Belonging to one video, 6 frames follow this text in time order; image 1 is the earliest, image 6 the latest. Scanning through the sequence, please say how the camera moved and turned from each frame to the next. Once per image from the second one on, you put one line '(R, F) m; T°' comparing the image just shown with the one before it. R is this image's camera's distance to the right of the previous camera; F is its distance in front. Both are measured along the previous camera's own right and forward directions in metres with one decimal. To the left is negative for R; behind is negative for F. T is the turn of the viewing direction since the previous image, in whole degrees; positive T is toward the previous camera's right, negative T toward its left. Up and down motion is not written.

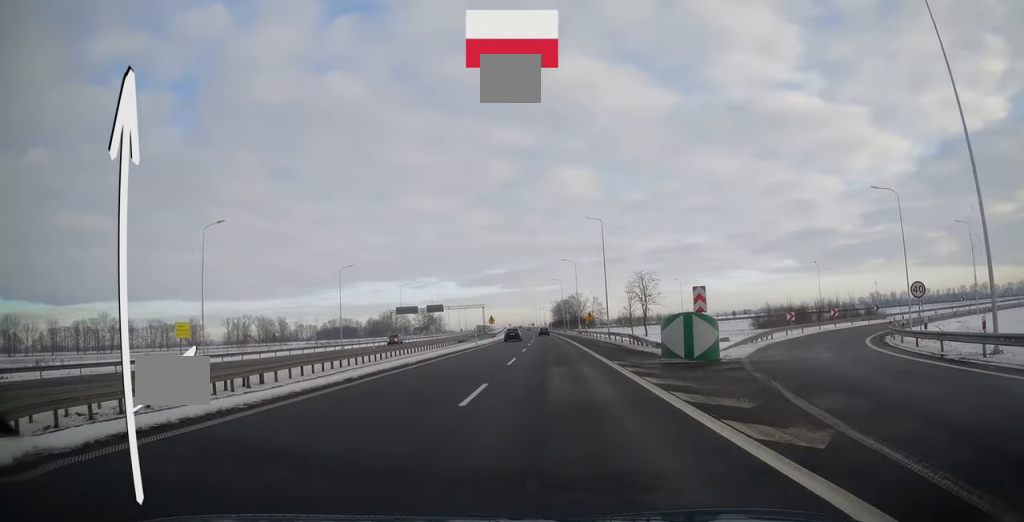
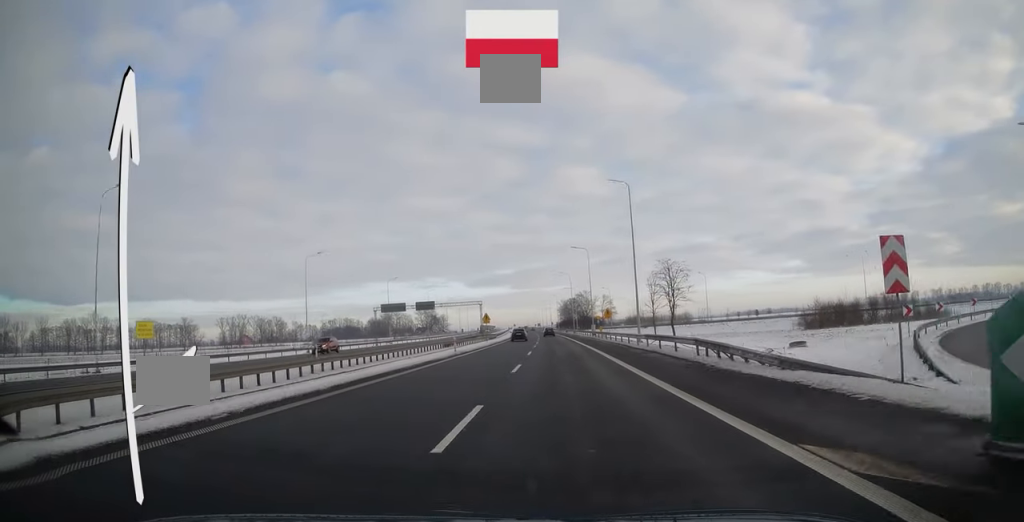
(-0.2, +16.0) m; -1°
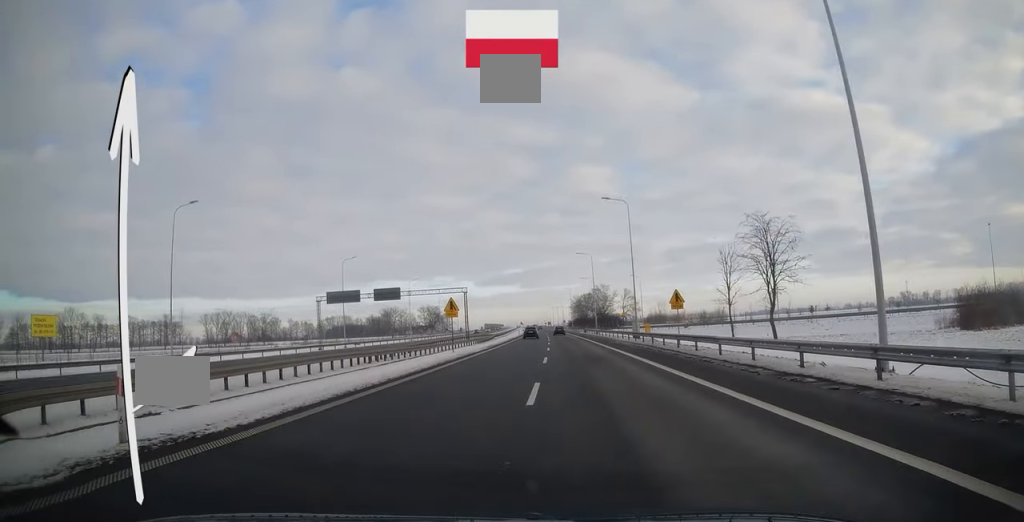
(-0.5, +31.9) m; -1°
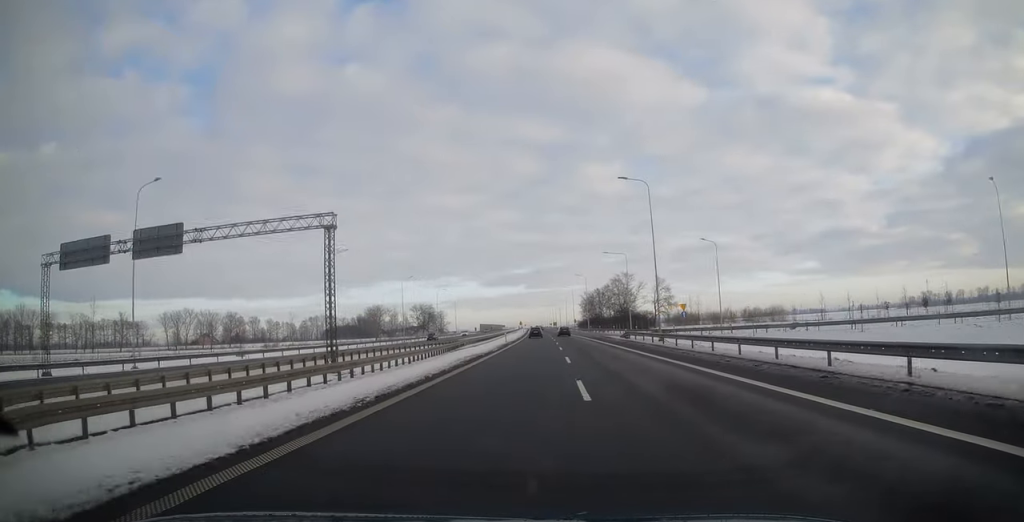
(-0.3, +47.5) m; -1°
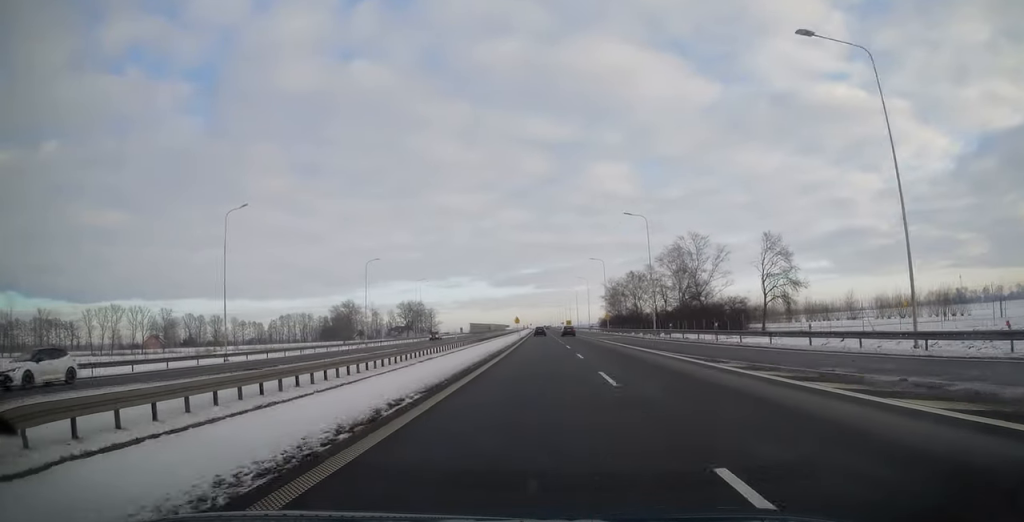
(-0.7, +69.1) m; 0°
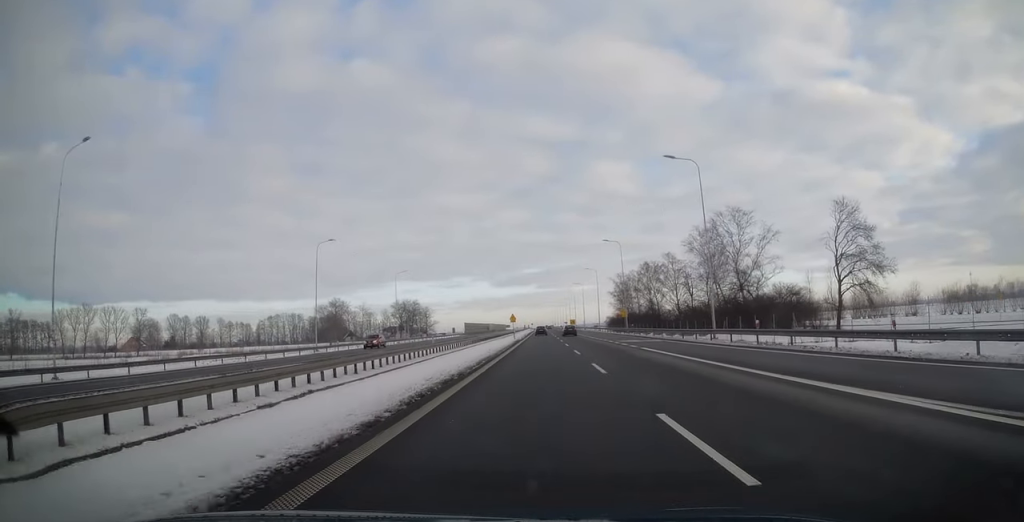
(0.0, +20.5) m; 0°
